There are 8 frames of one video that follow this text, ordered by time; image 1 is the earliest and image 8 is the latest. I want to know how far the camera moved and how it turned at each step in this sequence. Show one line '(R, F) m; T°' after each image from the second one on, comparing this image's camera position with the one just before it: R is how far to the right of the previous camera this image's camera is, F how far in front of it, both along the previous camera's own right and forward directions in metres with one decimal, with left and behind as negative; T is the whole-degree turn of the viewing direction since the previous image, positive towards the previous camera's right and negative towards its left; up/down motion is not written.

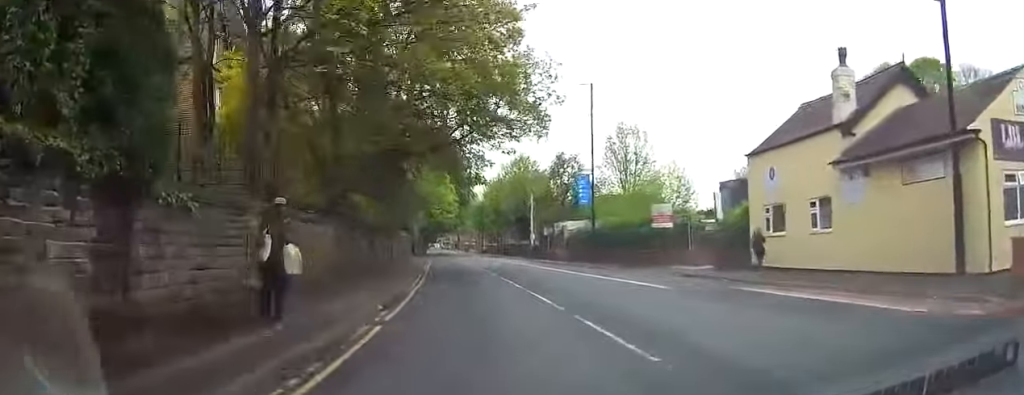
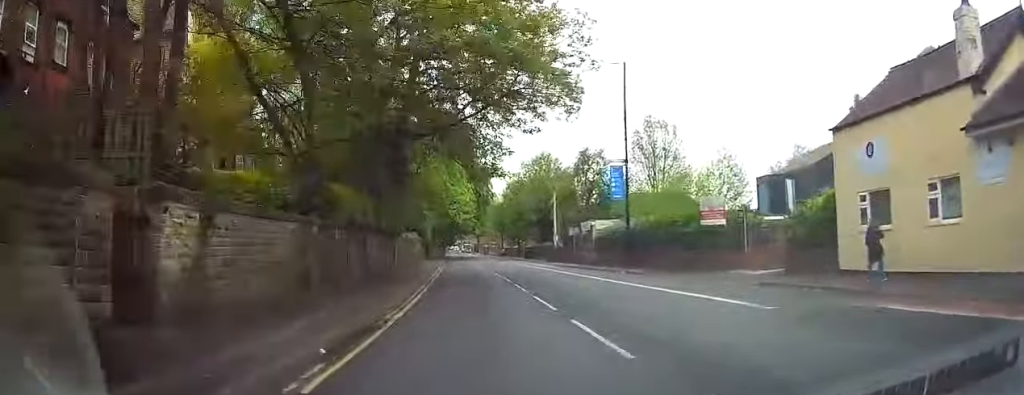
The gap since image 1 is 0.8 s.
(-0.3, +5.6) m; -4°
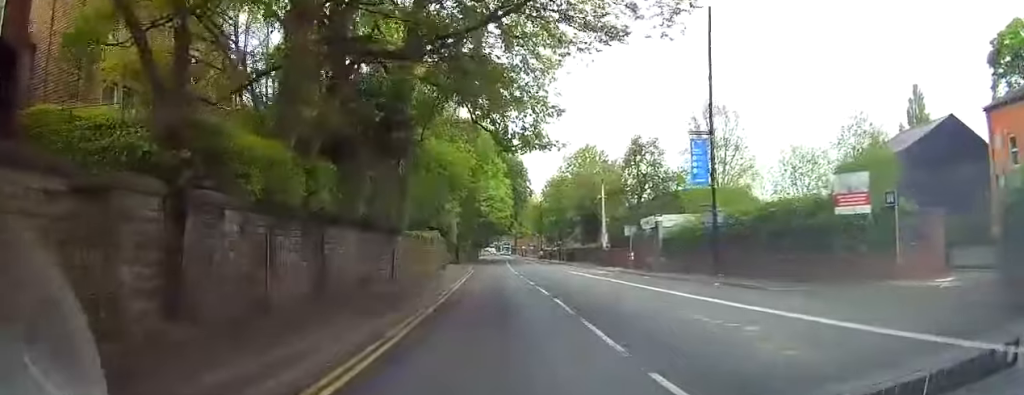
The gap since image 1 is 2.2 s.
(-0.5, +9.9) m; -3°
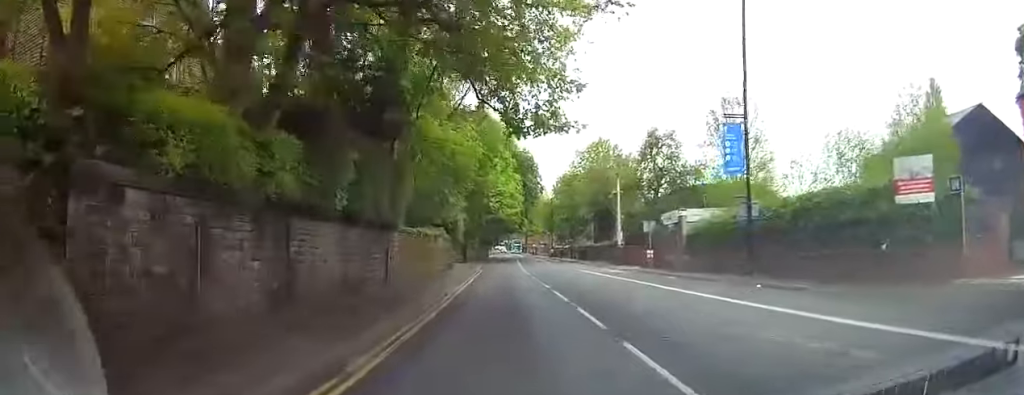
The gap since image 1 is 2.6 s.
(+0.1, +3.2) m; 0°
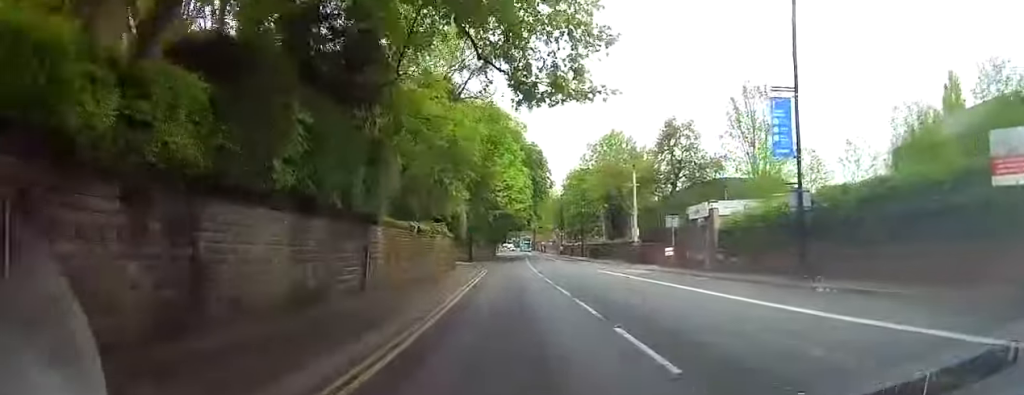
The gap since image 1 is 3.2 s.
(0.0, +4.2) m; 0°
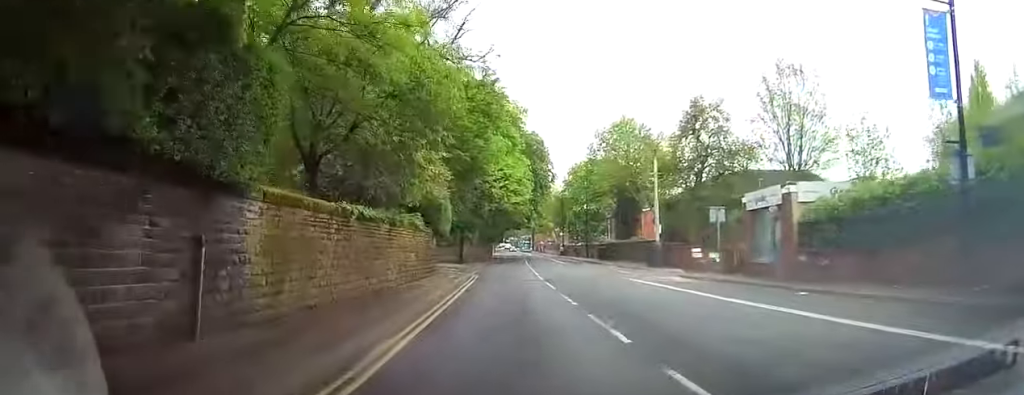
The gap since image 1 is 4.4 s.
(-0.1, +9.2) m; -1°
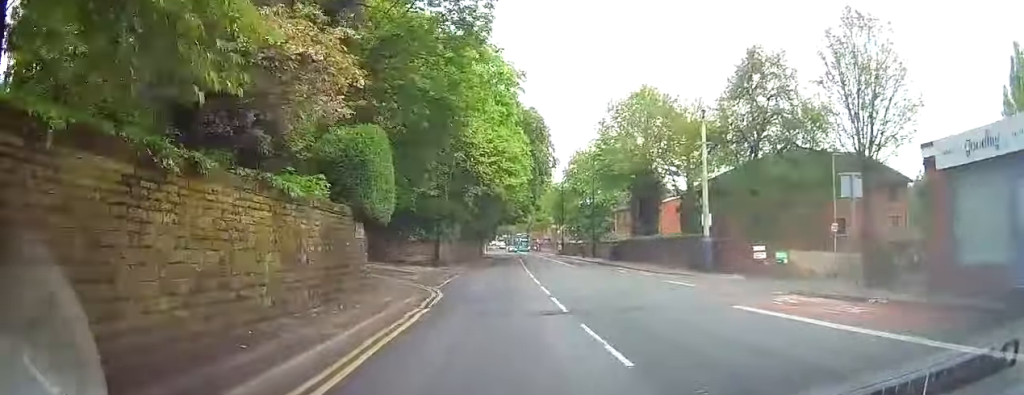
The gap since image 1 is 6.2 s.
(-0.1, +13.7) m; +1°
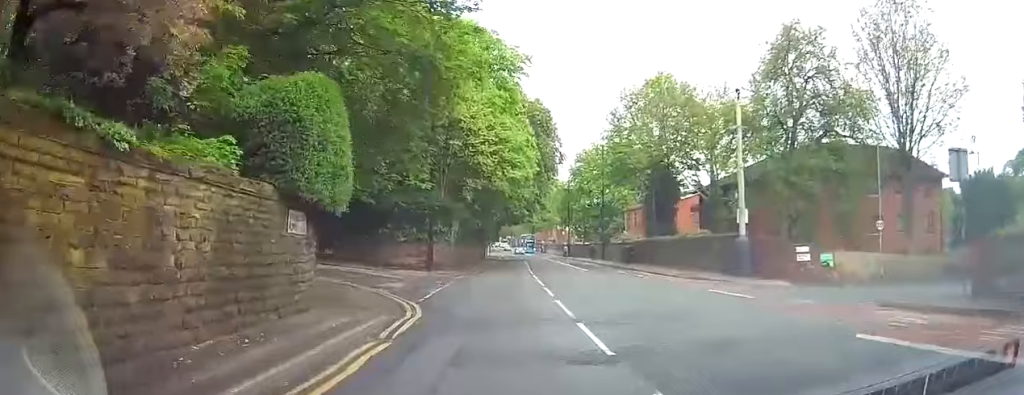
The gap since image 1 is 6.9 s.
(+0.2, +5.4) m; 0°
